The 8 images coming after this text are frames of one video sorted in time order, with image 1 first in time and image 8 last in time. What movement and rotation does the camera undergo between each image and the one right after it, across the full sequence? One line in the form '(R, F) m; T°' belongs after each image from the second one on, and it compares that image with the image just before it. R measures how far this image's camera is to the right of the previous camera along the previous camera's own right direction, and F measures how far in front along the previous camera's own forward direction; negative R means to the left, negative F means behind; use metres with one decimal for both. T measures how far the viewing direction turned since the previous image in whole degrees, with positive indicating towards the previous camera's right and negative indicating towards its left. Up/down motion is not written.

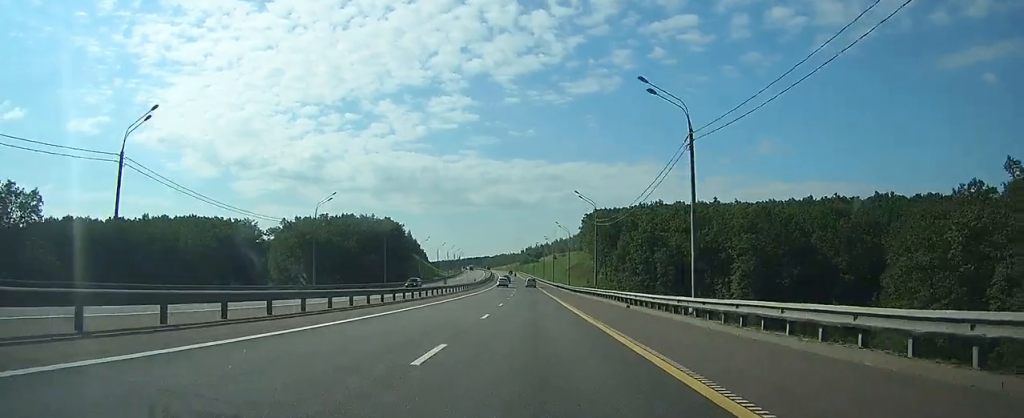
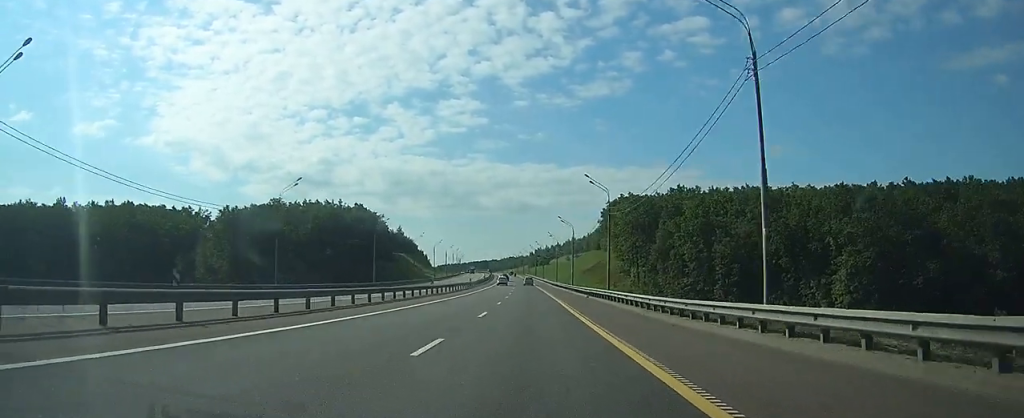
(-0.3, +47.4) m; -1°
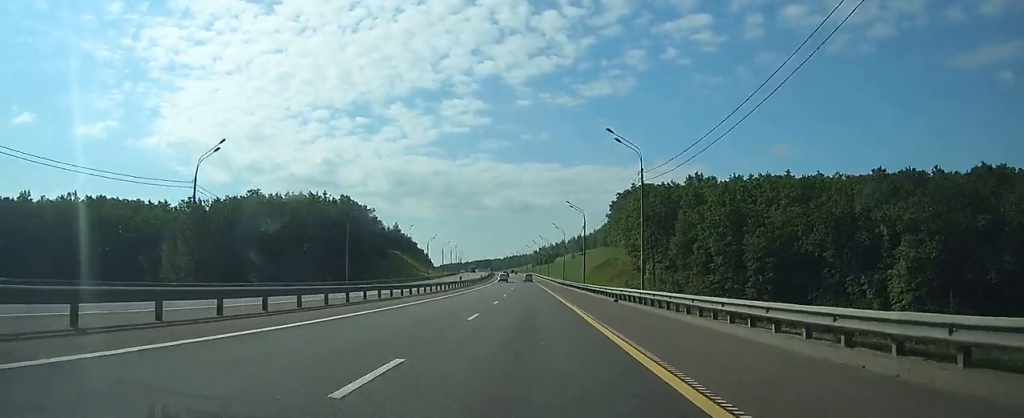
(0.0, +16.1) m; 0°
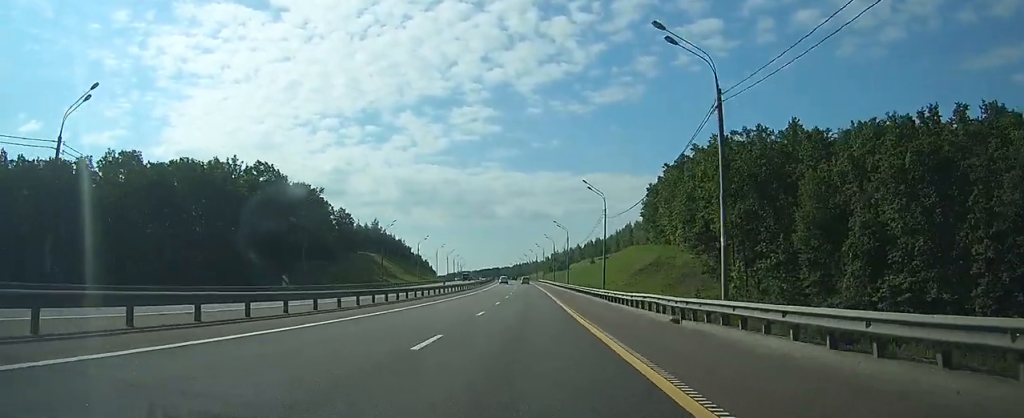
(-0.8, +55.6) m; -1°
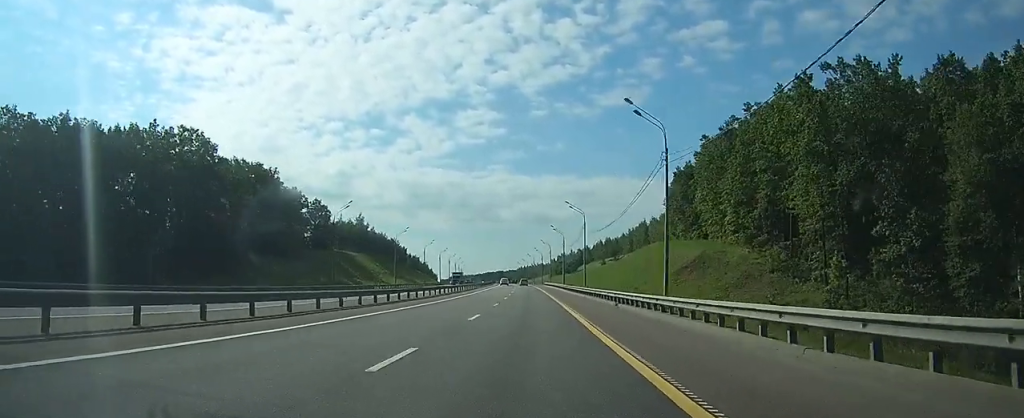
(-0.1, +26.9) m; -1°
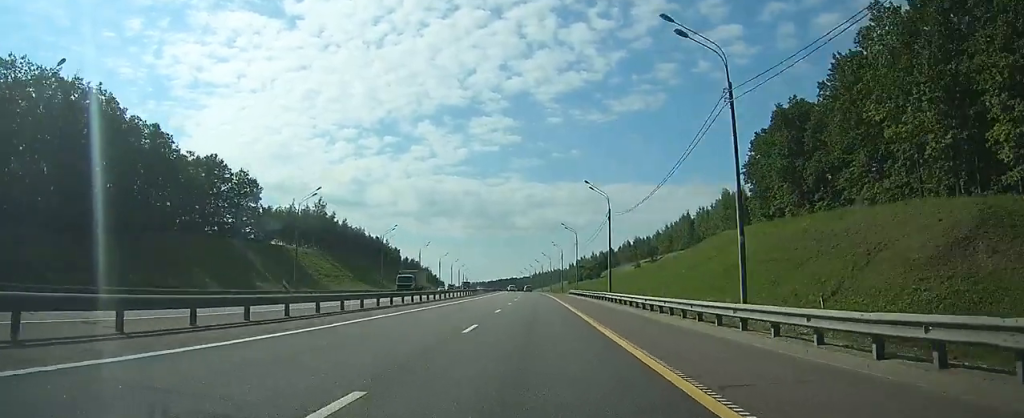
(-0.6, +52.2) m; -1°
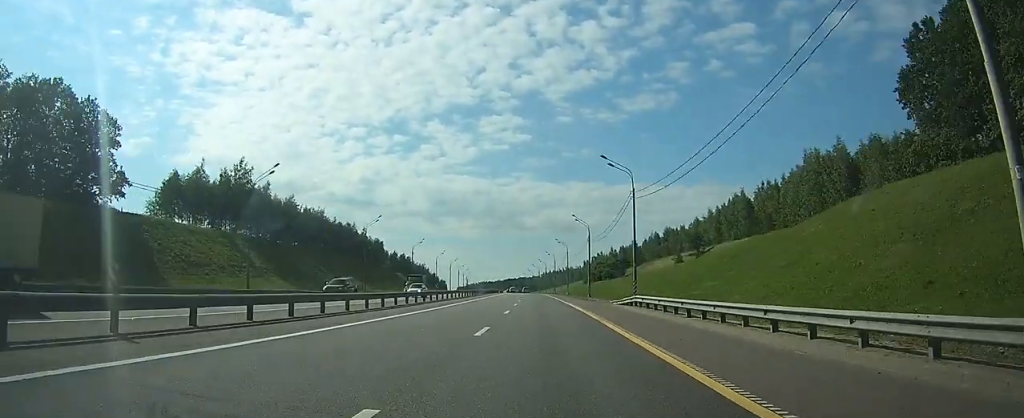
(-0.5, +48.7) m; -1°
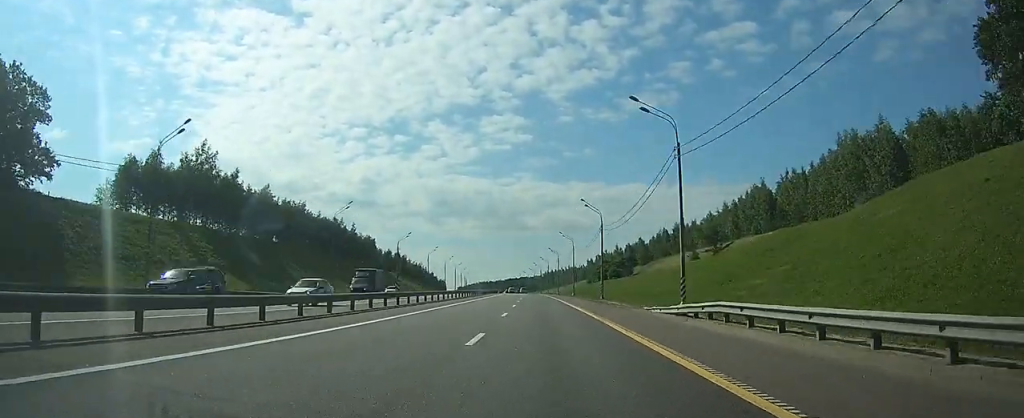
(0.0, +14.4) m; 0°
